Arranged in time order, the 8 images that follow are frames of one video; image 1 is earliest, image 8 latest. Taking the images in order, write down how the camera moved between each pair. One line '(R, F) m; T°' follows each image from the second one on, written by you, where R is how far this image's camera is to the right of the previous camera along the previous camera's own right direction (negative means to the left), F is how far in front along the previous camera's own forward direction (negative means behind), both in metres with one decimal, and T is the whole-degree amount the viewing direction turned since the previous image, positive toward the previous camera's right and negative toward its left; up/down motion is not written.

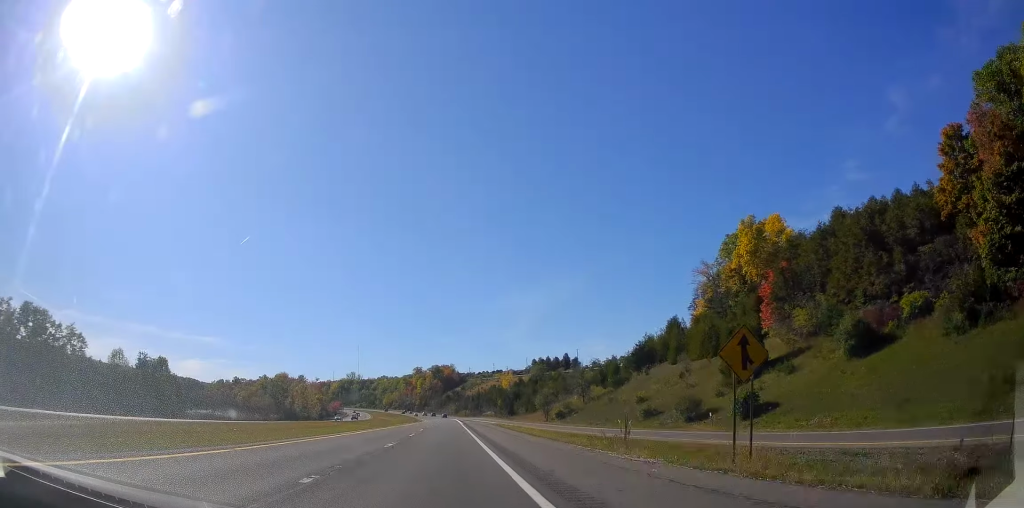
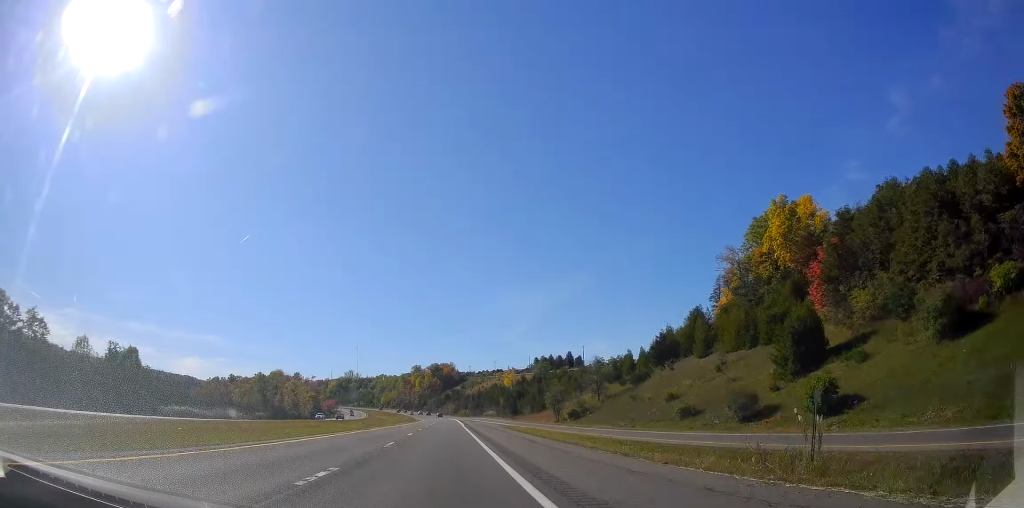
(0.0, +12.6) m; +1°
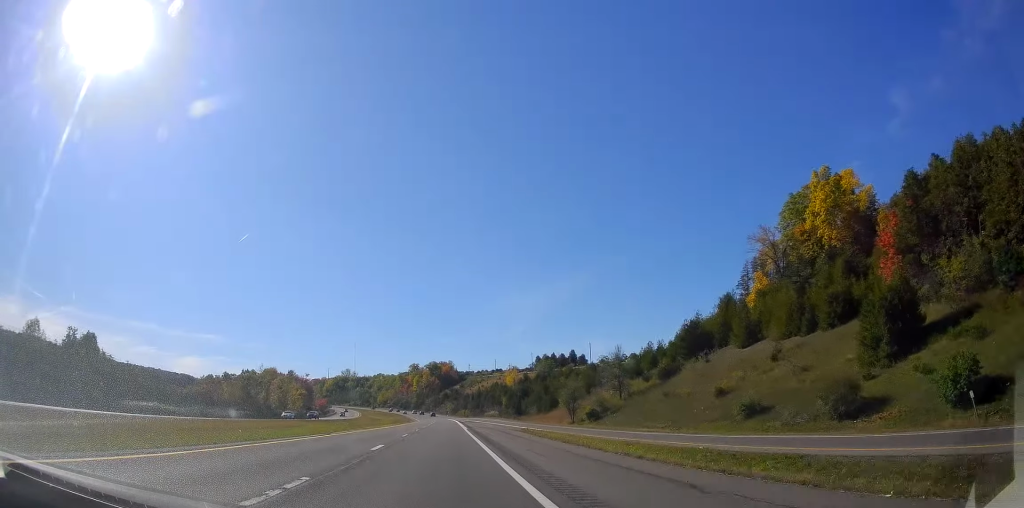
(-0.2, +14.5) m; +1°
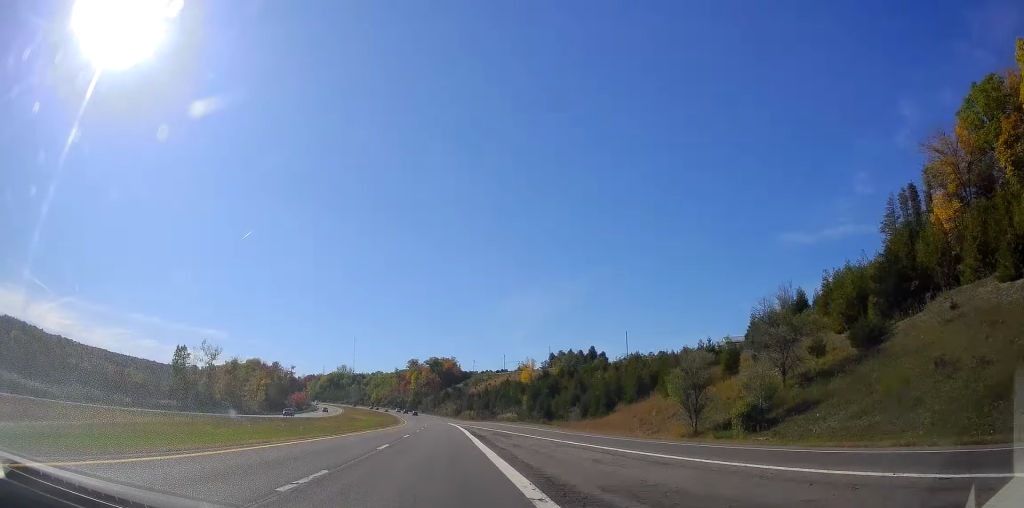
(+1.6, +46.8) m; +2°
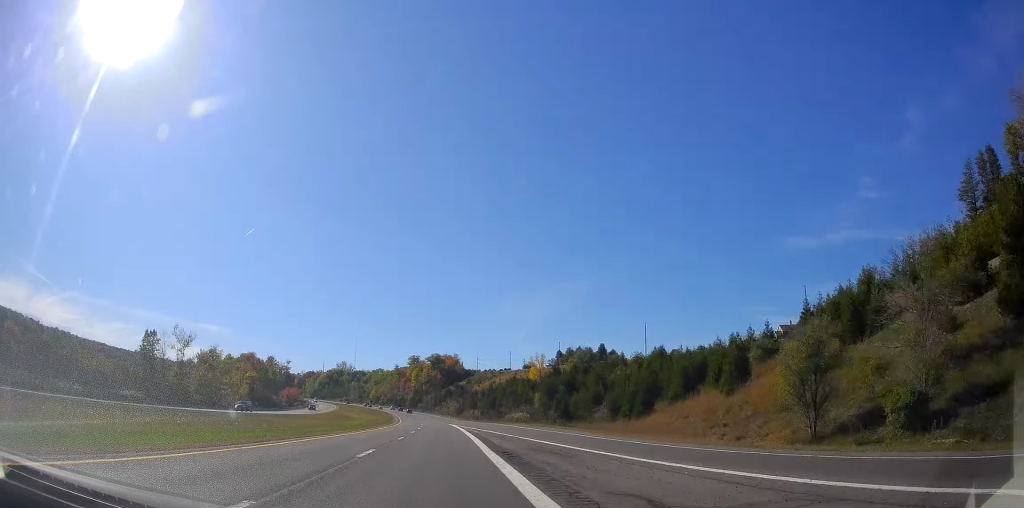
(+0.2, +16.6) m; 0°
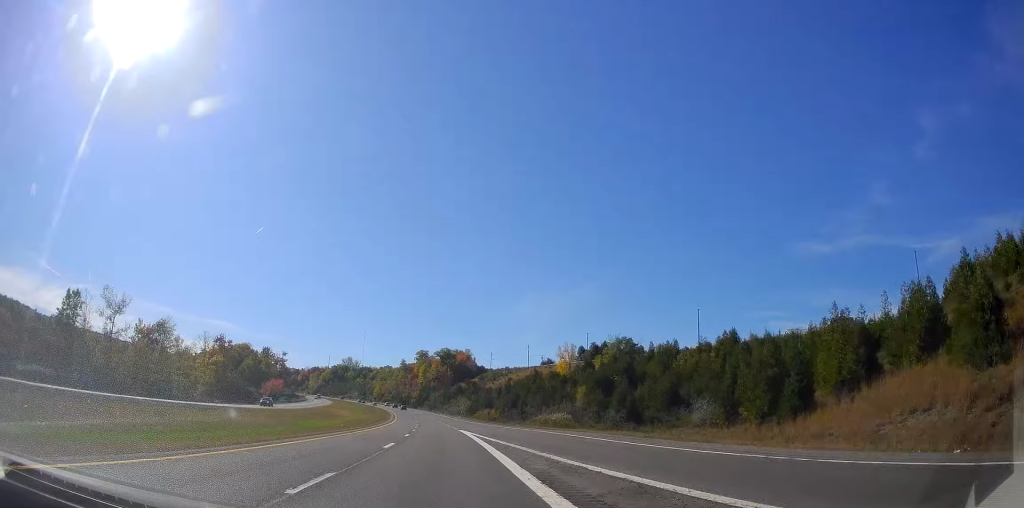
(-0.7, +32.1) m; -2°
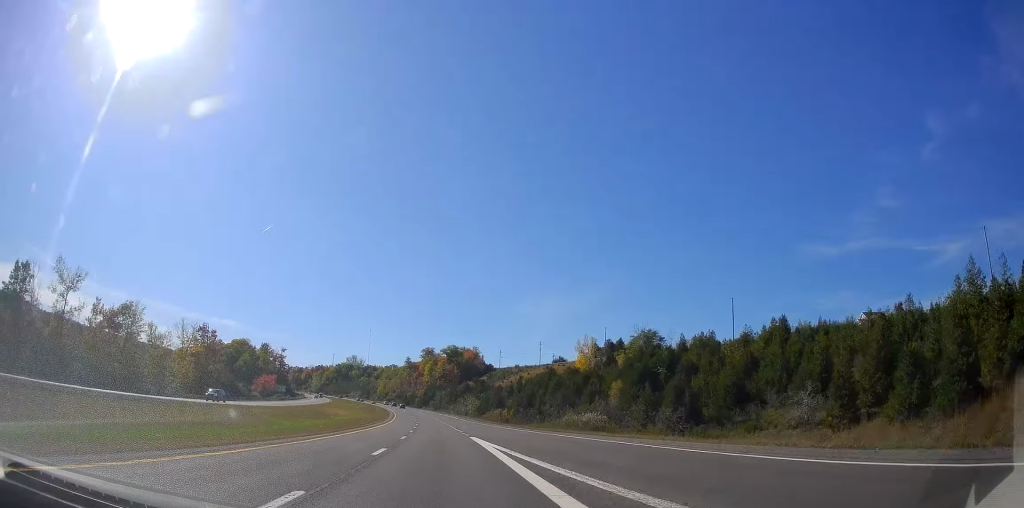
(-0.3, +15.6) m; -1°
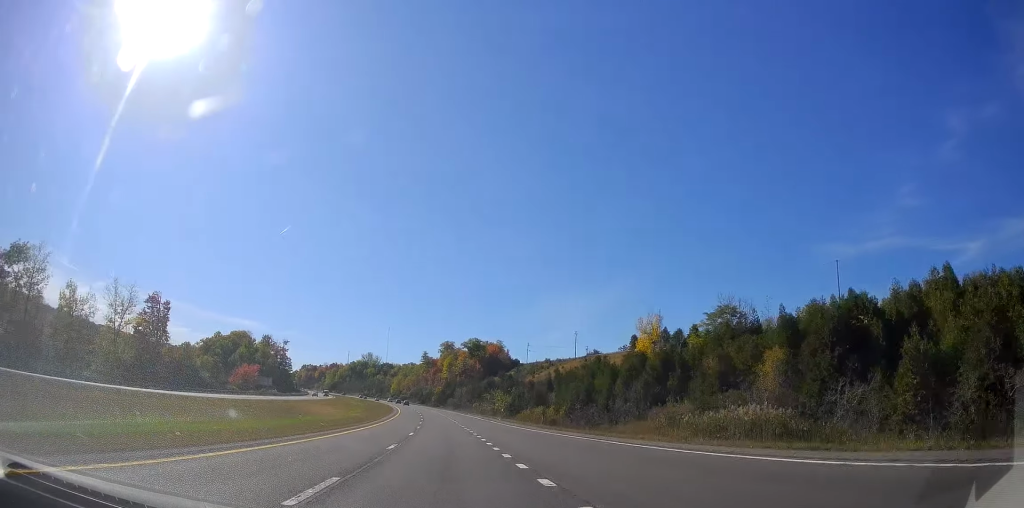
(-0.2, +34.1) m; 0°
